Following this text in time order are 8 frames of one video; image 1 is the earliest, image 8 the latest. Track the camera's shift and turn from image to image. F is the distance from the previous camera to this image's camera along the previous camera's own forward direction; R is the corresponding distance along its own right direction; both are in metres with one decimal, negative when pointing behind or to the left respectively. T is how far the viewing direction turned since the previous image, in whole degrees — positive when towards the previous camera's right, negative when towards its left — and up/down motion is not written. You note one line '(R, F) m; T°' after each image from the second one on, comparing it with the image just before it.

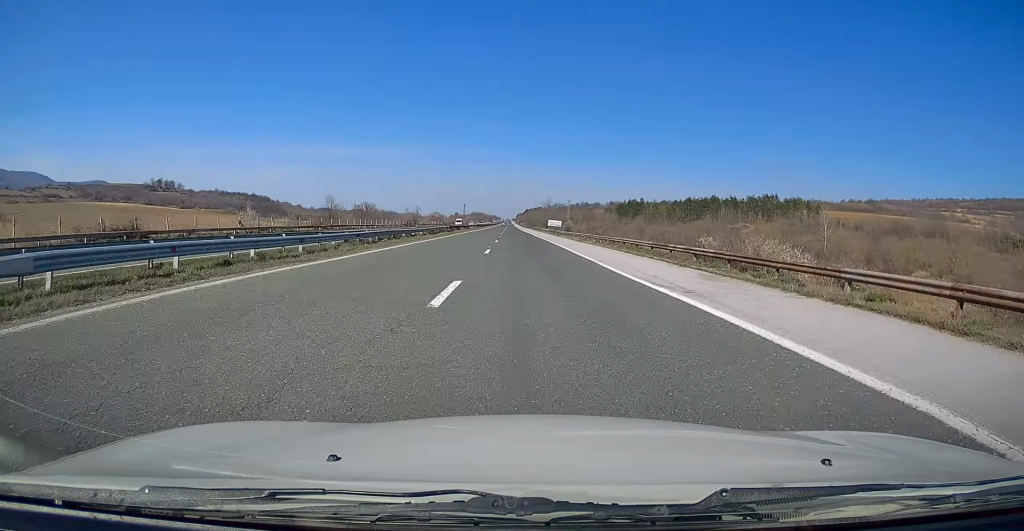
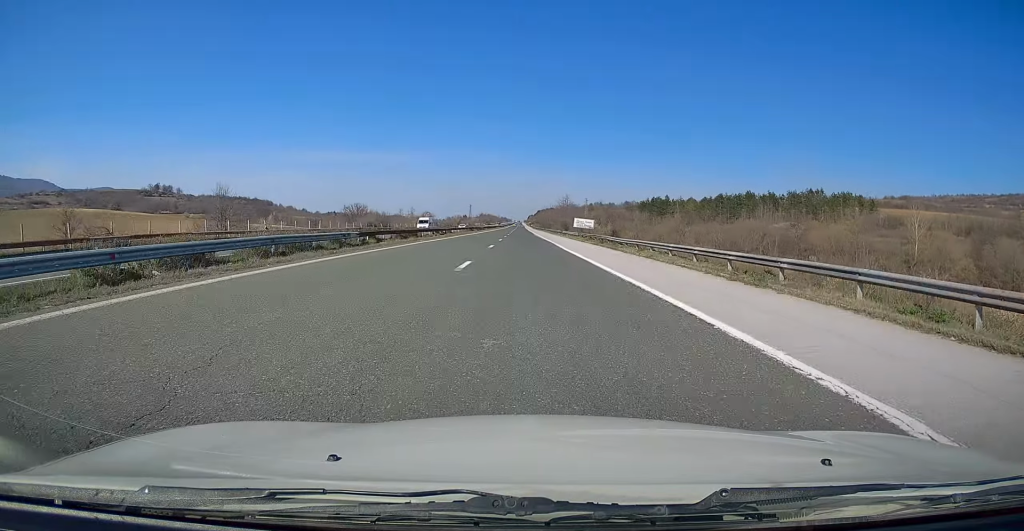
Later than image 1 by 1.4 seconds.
(-0.3, +41.4) m; -1°
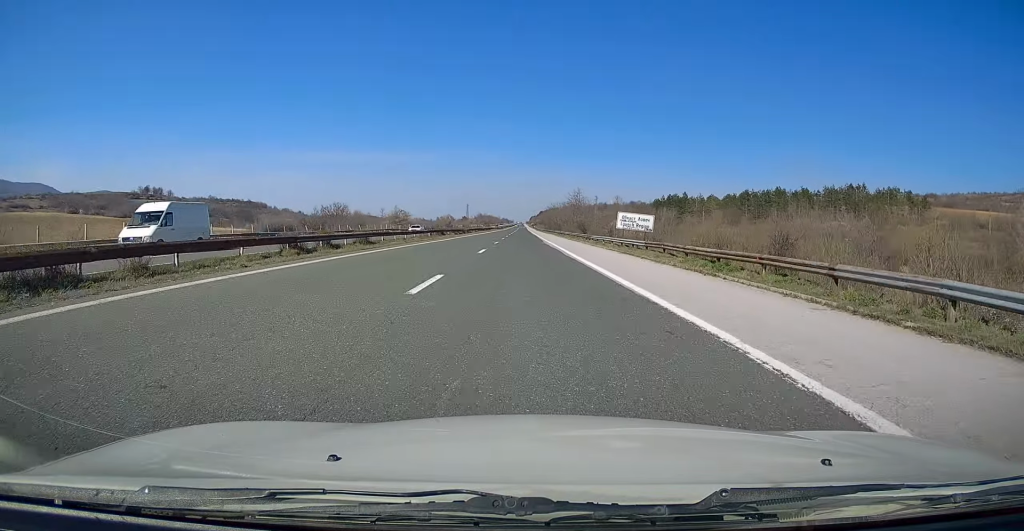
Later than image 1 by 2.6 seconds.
(-0.3, +37.1) m; 0°
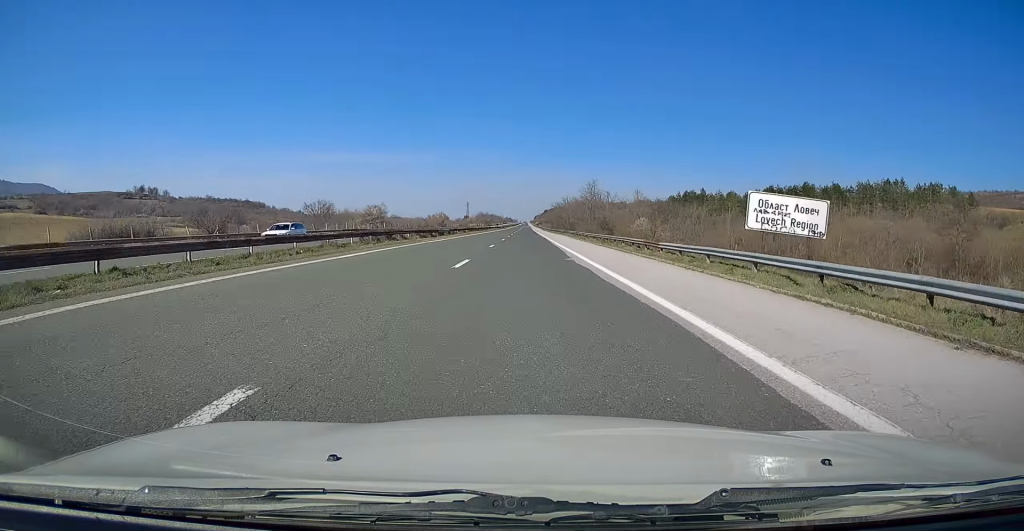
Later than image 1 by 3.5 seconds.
(0.0, +26.0) m; 0°
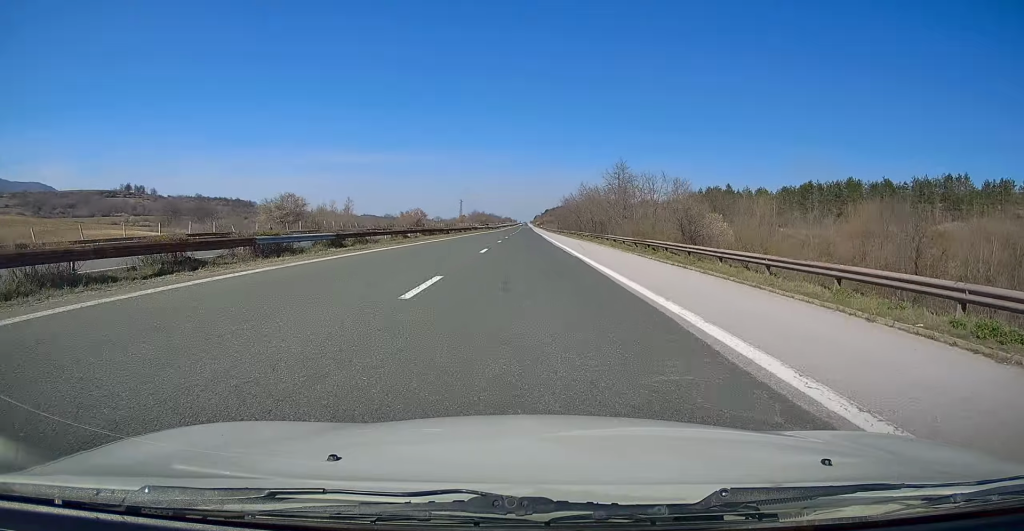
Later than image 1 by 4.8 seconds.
(-0.1, +38.7) m; 0°
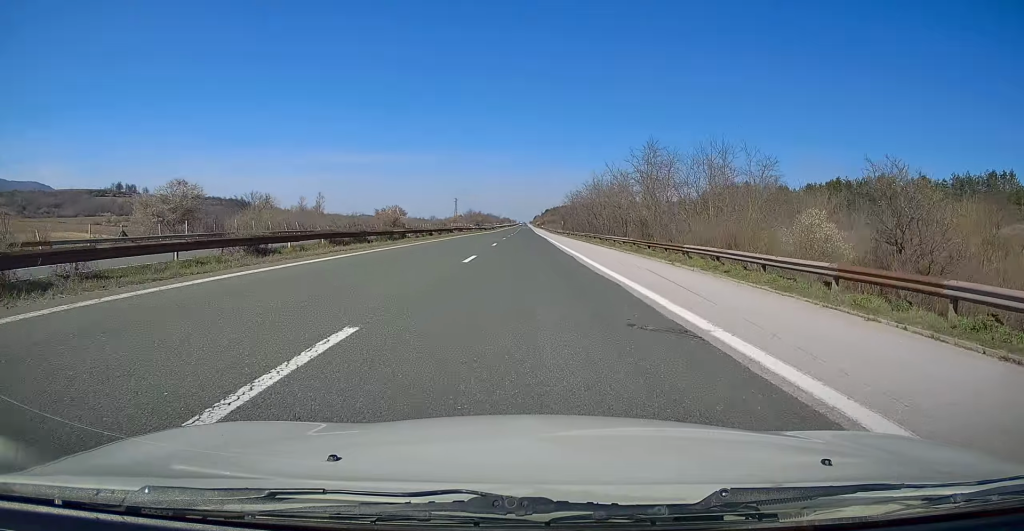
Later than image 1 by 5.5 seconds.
(-0.1, +22.8) m; 0°
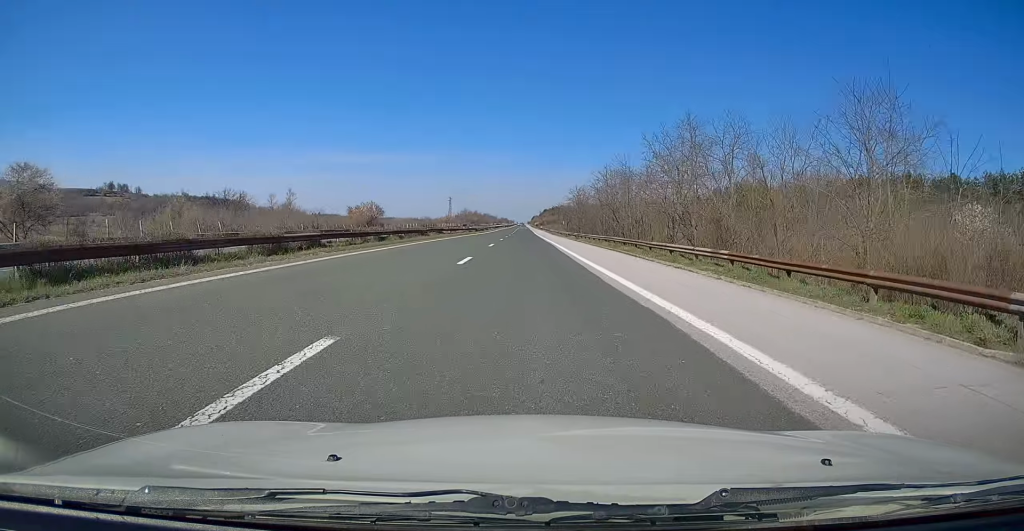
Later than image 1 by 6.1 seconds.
(0.0, +16.8) m; 0°
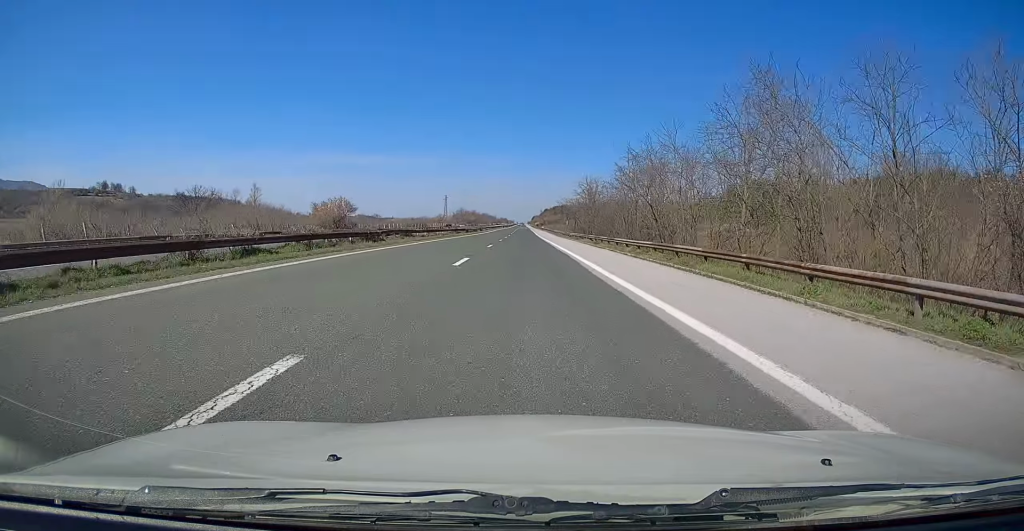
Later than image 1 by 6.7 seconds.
(0.0, +16.7) m; 0°
